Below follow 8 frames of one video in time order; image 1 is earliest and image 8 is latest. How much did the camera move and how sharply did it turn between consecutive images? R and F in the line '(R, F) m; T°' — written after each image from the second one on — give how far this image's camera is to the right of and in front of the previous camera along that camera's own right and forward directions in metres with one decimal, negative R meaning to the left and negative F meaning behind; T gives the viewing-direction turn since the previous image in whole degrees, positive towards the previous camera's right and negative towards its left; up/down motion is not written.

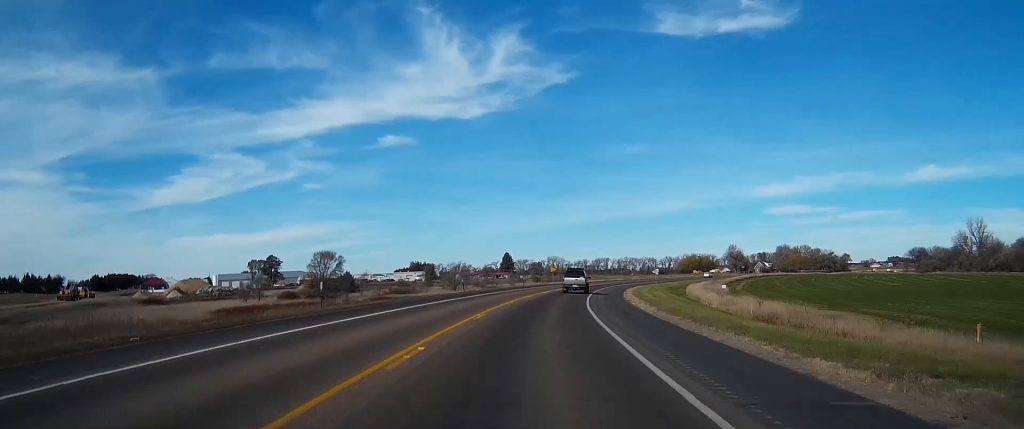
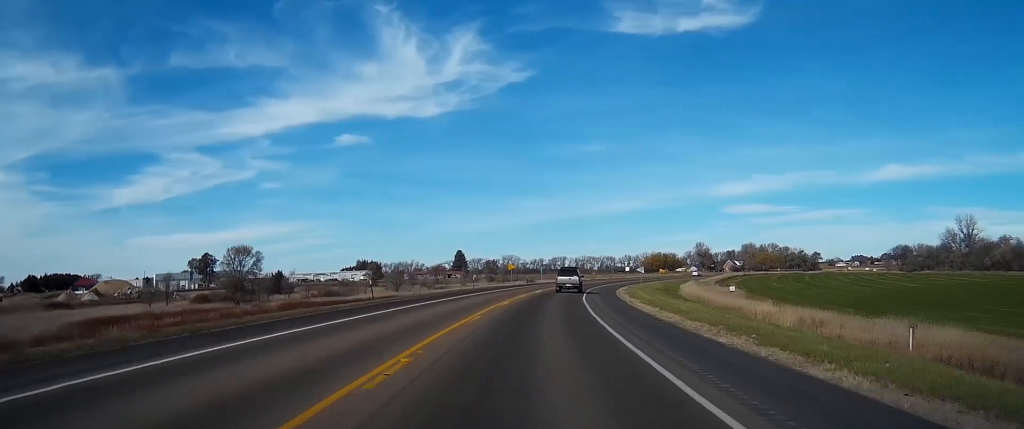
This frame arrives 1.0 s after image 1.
(+0.7, +26.3) m; +3°
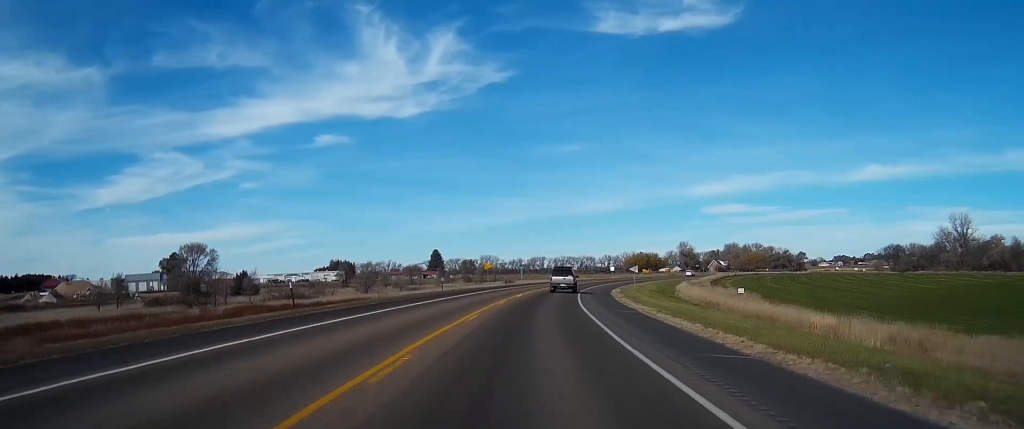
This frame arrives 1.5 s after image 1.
(+0.2, +11.9) m; +1°
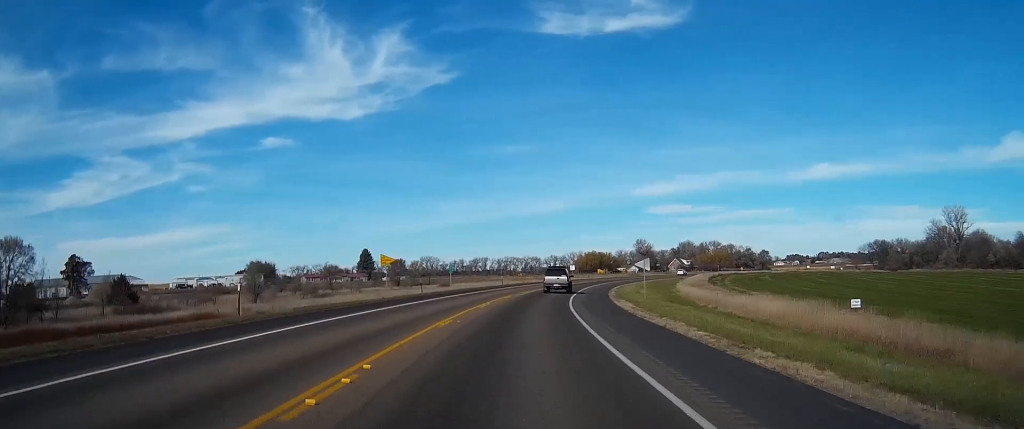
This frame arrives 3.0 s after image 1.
(+1.5, +39.1) m; +4°
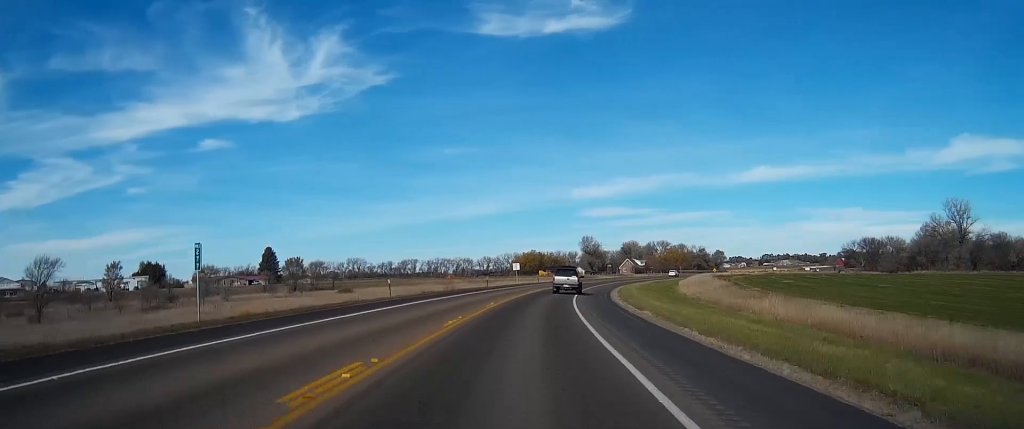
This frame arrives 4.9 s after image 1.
(+2.4, +47.8) m; +6°
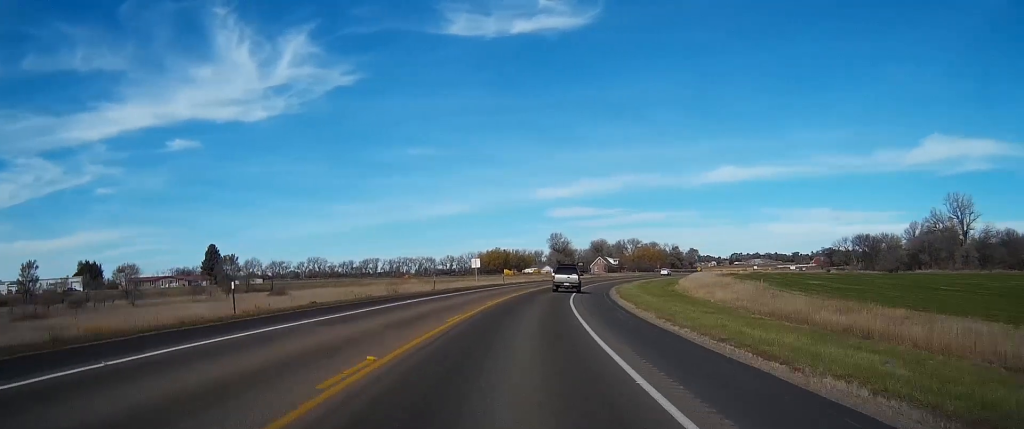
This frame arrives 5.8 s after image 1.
(+0.5, +23.2) m; +3°
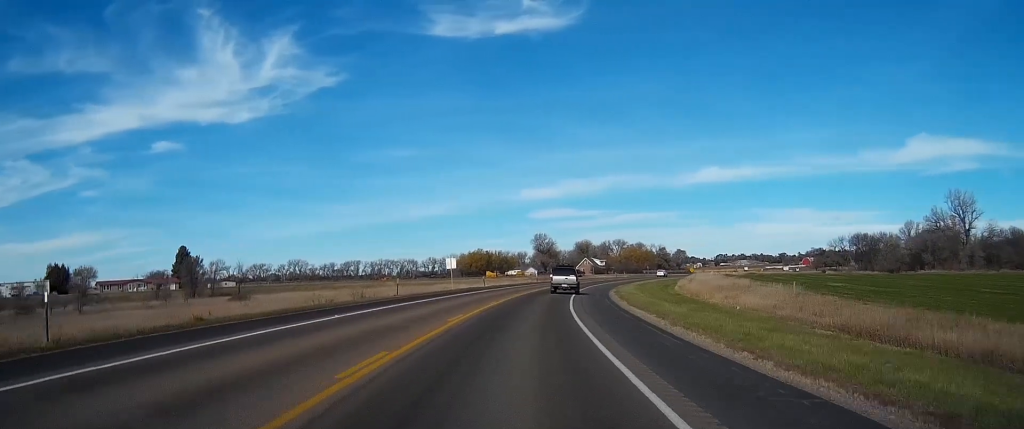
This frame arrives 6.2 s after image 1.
(+0.2, +11.2) m; +1°
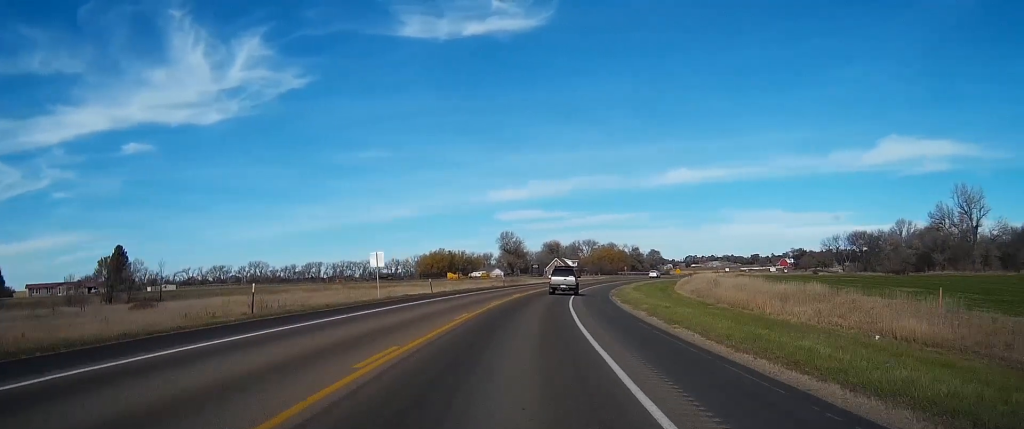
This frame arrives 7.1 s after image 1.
(+0.5, +23.2) m; +3°
